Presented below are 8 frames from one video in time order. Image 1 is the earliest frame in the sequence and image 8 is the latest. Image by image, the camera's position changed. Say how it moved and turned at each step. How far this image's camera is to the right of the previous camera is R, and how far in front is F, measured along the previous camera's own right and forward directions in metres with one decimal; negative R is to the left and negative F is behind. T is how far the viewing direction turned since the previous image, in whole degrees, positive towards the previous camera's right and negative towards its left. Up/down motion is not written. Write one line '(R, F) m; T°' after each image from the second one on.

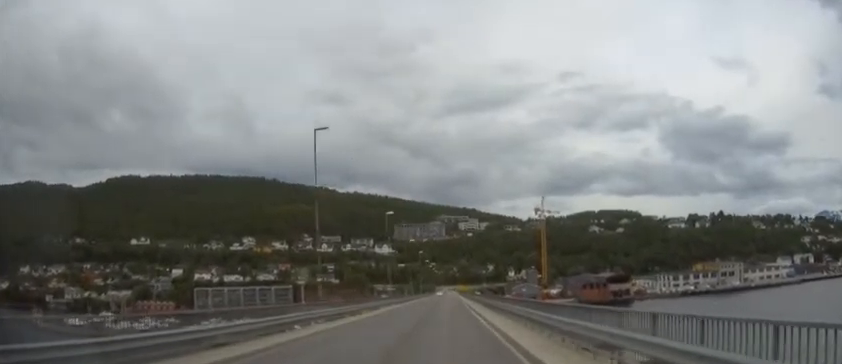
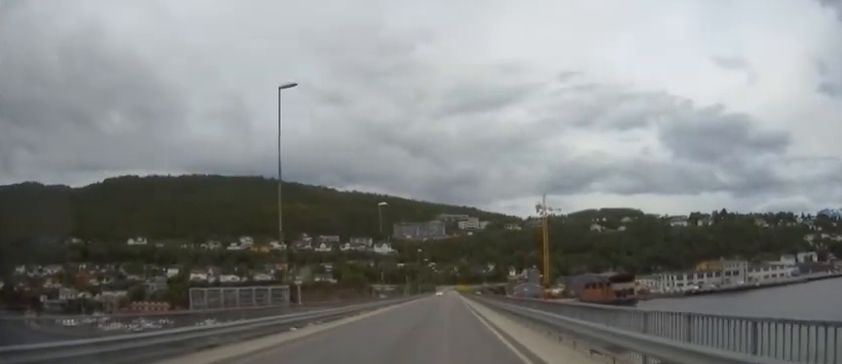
(0.0, +6.9) m; 0°
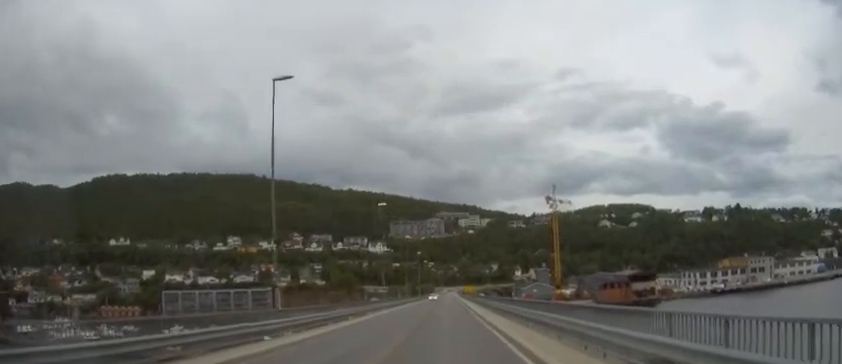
(+0.1, +36.0) m; 0°
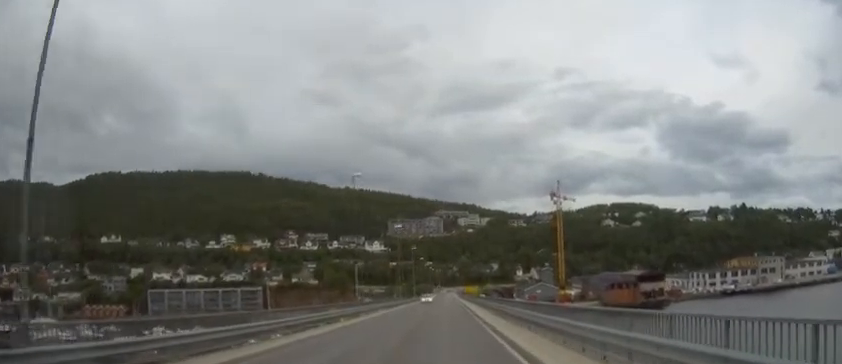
(0.0, +14.8) m; 0°
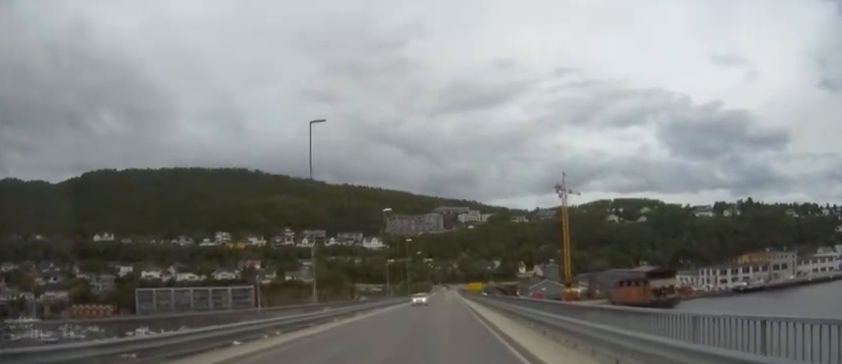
(+0.1, +13.7) m; 0°
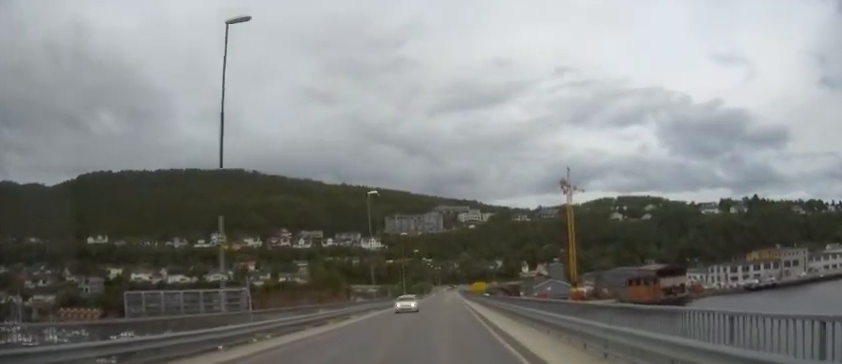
(0.0, +12.1) m; 0°
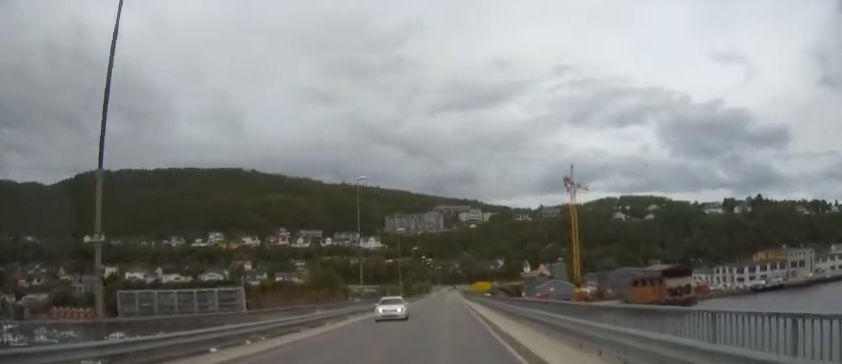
(0.0, +6.8) m; 0°
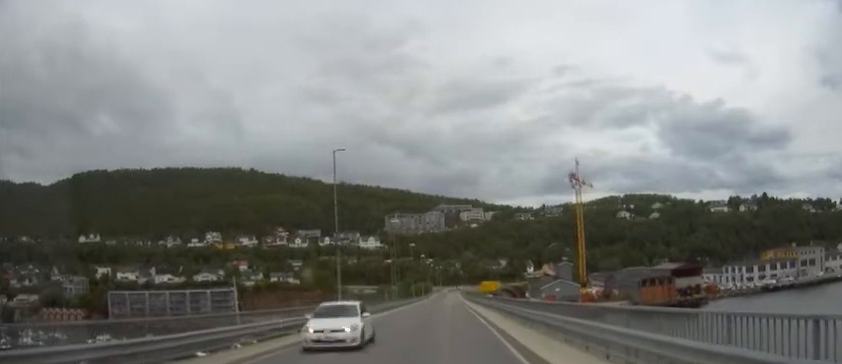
(0.0, +9.5) m; 0°
